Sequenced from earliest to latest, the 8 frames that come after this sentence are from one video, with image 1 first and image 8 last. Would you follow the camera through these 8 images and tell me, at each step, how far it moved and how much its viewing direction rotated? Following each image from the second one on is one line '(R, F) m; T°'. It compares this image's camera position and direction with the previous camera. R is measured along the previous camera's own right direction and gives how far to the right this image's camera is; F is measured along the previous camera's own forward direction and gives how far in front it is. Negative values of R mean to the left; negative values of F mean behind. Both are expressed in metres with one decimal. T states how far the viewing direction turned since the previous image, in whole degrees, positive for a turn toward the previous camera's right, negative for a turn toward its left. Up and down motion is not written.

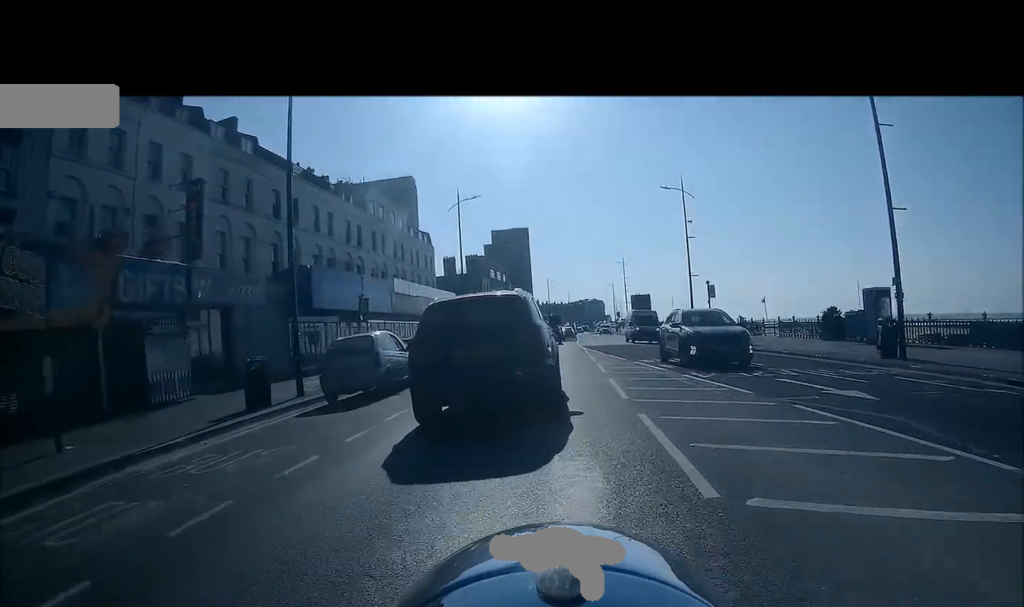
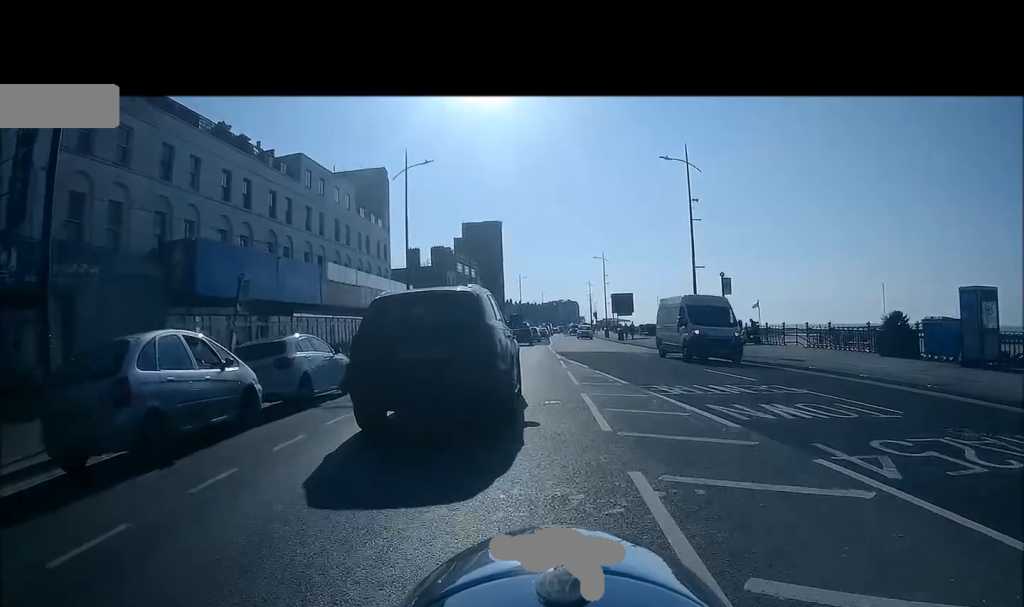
(+0.1, +8.6) m; -3°
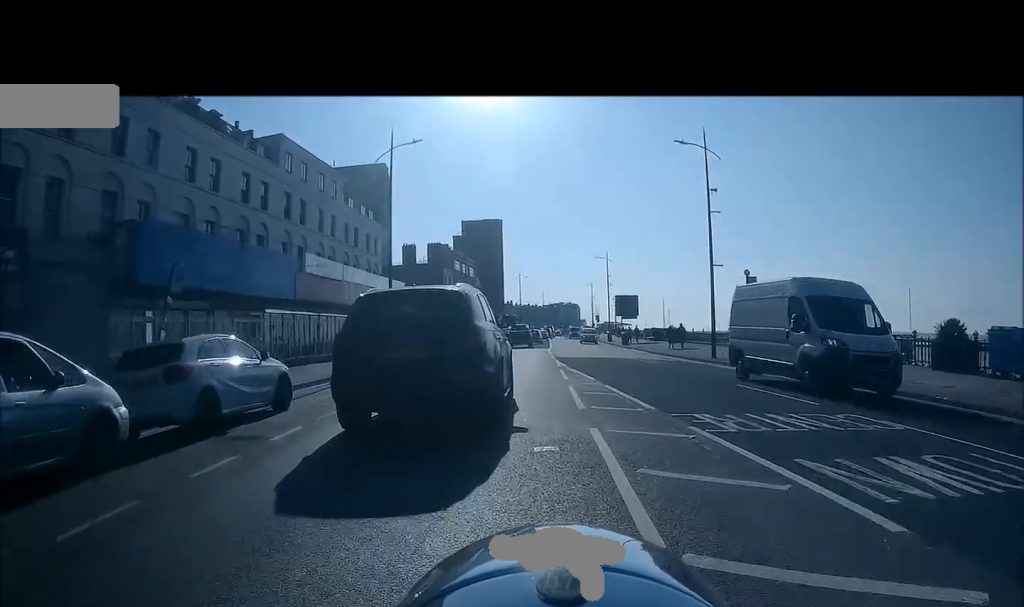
(-0.3, +3.6) m; 0°
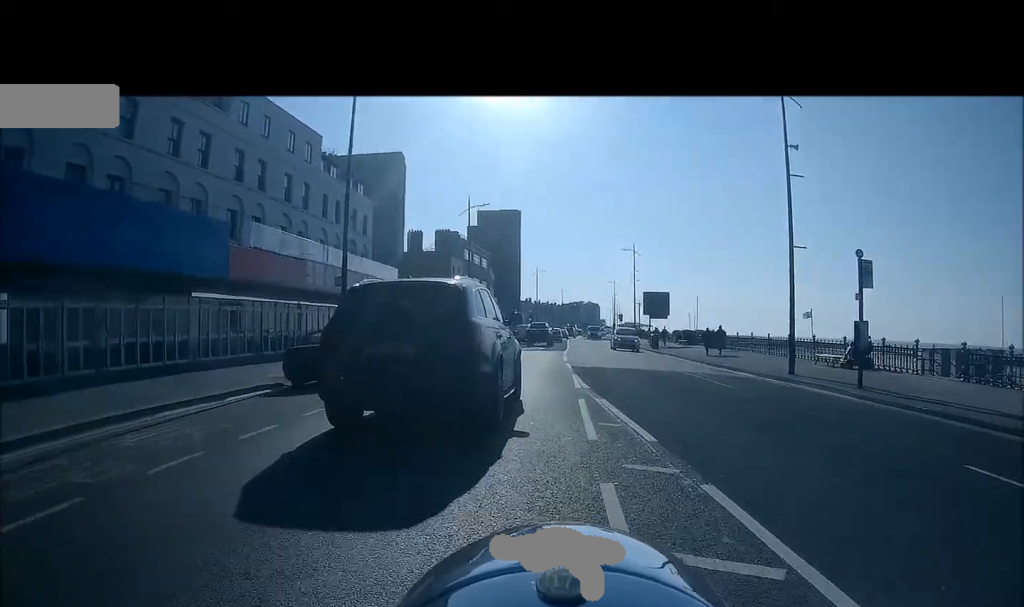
(+0.3, +8.4) m; +4°
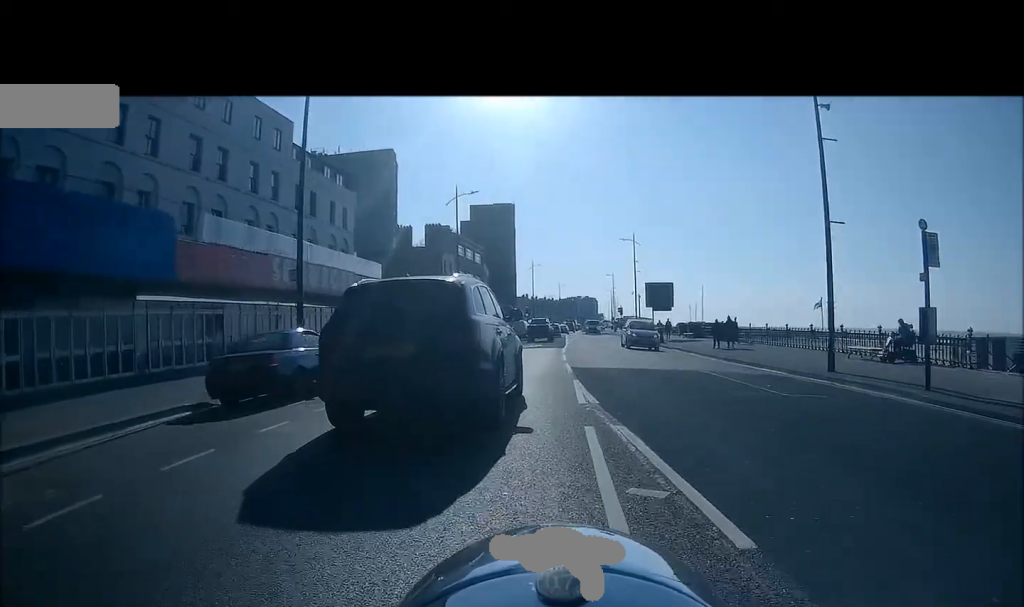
(0.0, +3.3) m; 0°
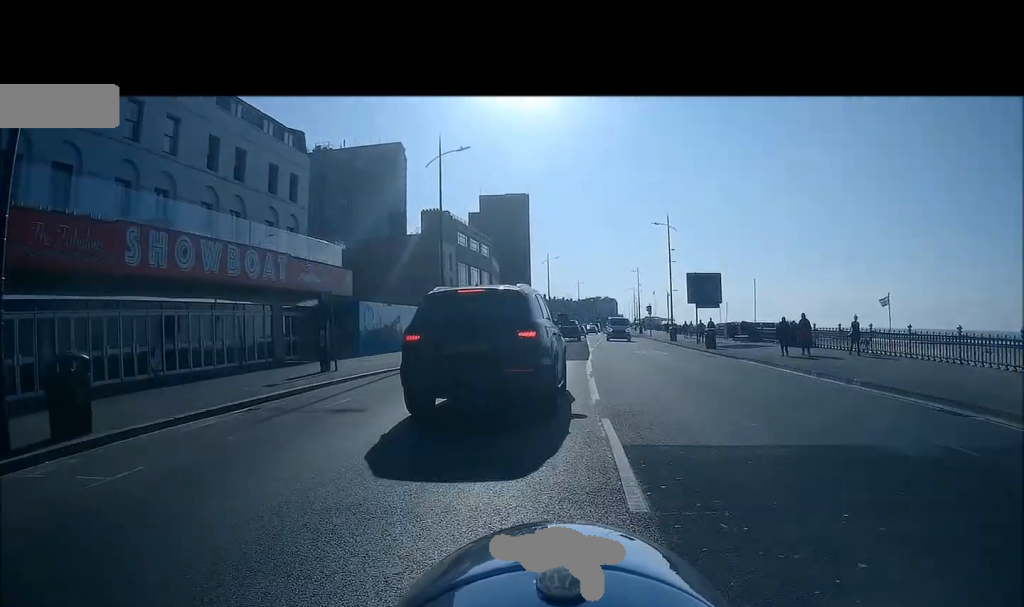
(-0.5, +11.4) m; -4°
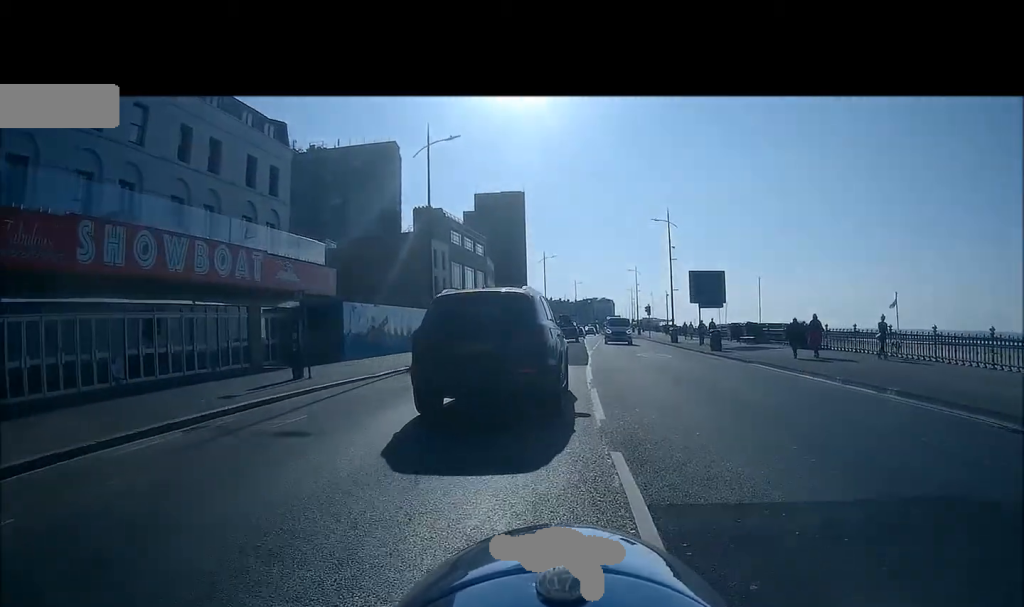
(-0.1, +2.1) m; 0°
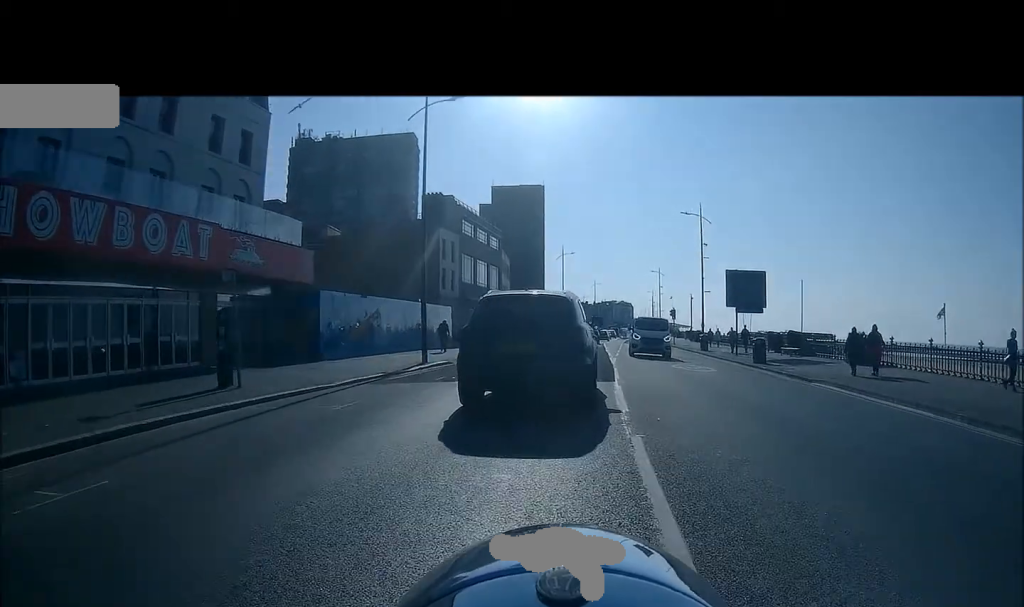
(+0.1, +4.9) m; -1°
